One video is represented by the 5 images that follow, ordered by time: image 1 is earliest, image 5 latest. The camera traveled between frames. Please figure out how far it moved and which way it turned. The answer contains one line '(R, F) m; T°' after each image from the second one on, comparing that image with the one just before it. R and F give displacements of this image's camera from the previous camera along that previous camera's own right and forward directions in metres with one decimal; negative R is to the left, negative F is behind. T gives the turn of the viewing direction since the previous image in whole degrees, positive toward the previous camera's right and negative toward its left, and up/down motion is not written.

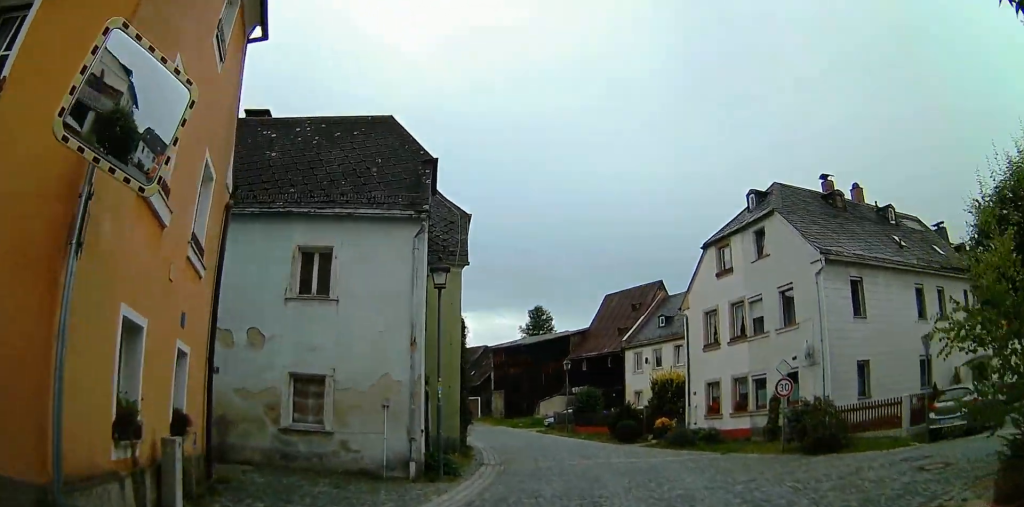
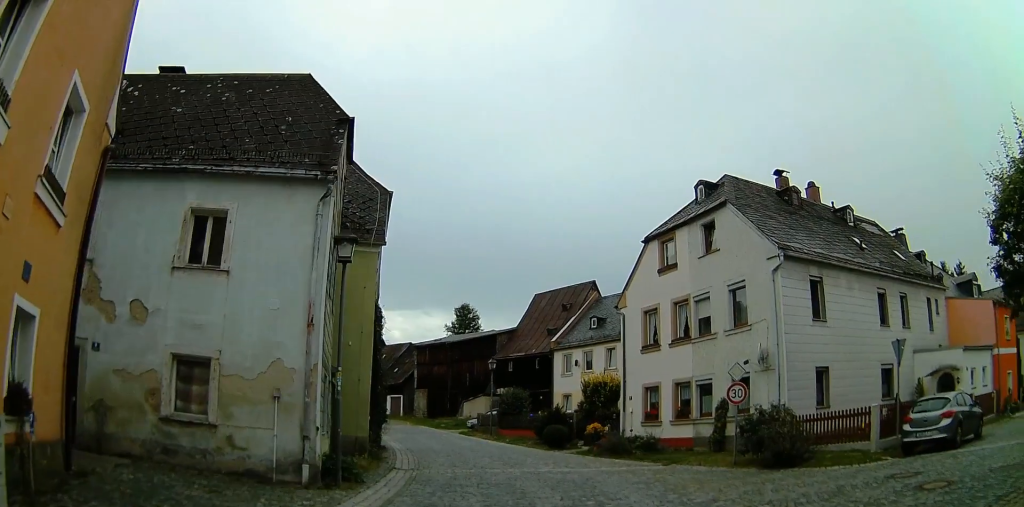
(-0.2, +1.9) m; +6°
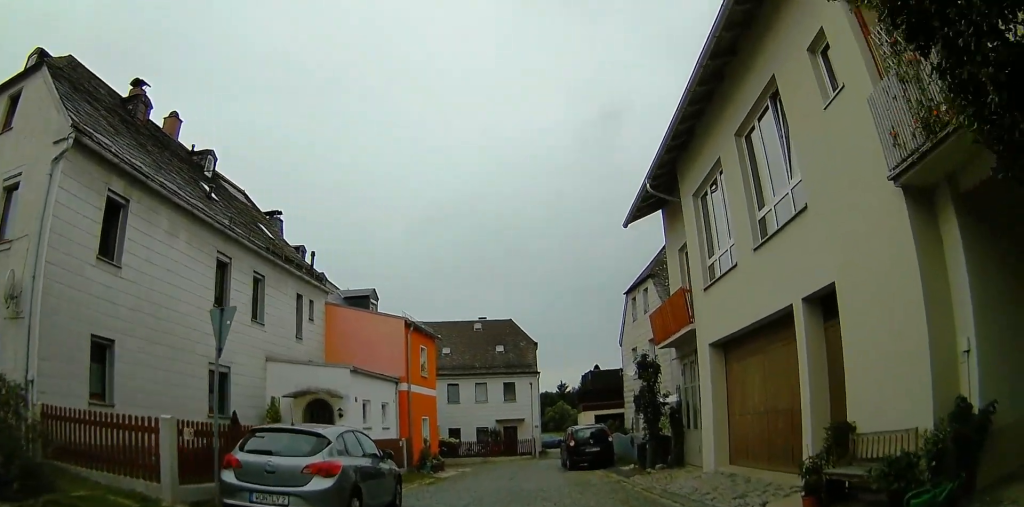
(+0.6, +7.8) m; +40°
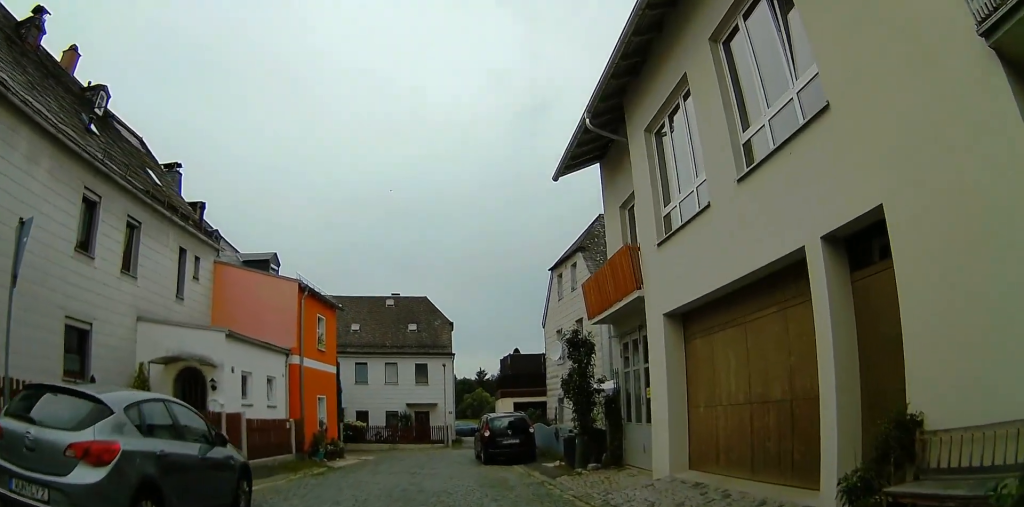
(+1.7, +1.8) m; +18°
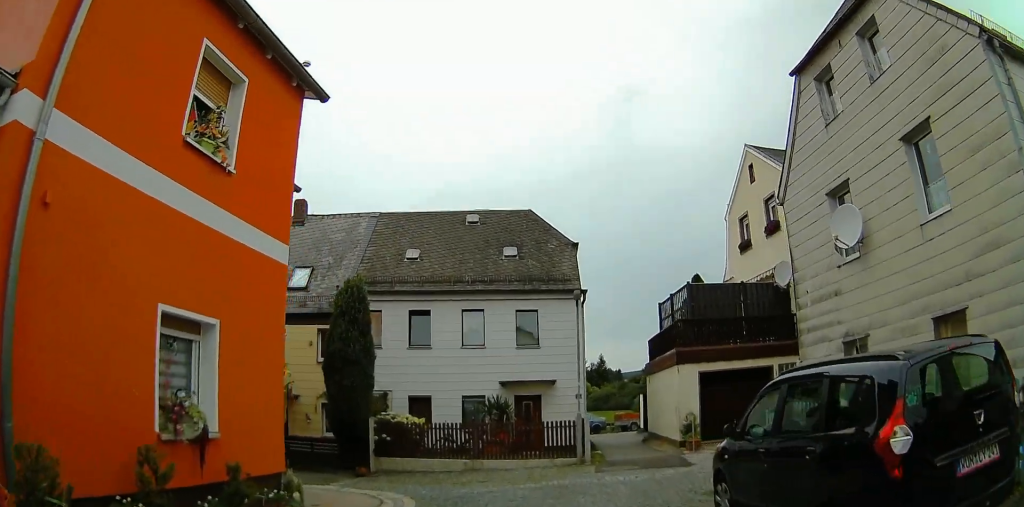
(+0.9, +14.4) m; +7°
